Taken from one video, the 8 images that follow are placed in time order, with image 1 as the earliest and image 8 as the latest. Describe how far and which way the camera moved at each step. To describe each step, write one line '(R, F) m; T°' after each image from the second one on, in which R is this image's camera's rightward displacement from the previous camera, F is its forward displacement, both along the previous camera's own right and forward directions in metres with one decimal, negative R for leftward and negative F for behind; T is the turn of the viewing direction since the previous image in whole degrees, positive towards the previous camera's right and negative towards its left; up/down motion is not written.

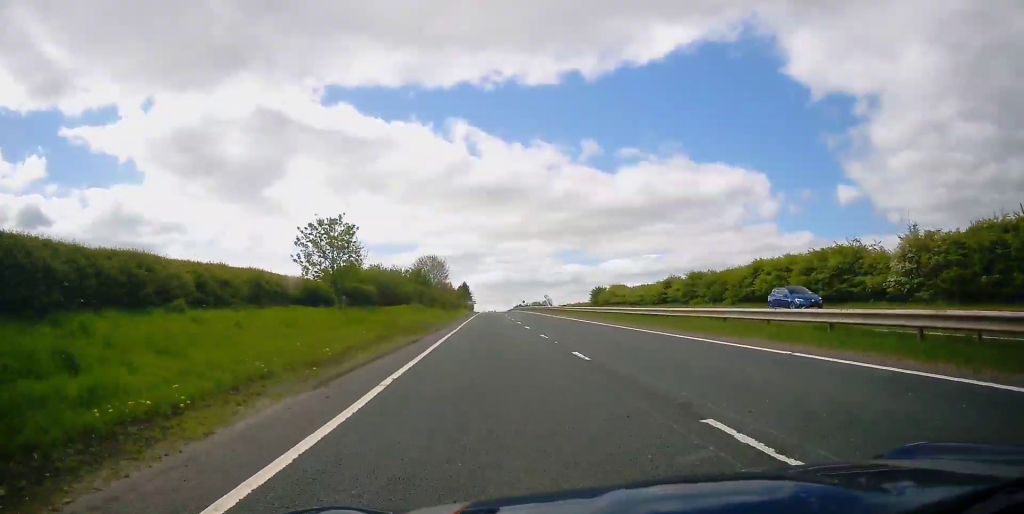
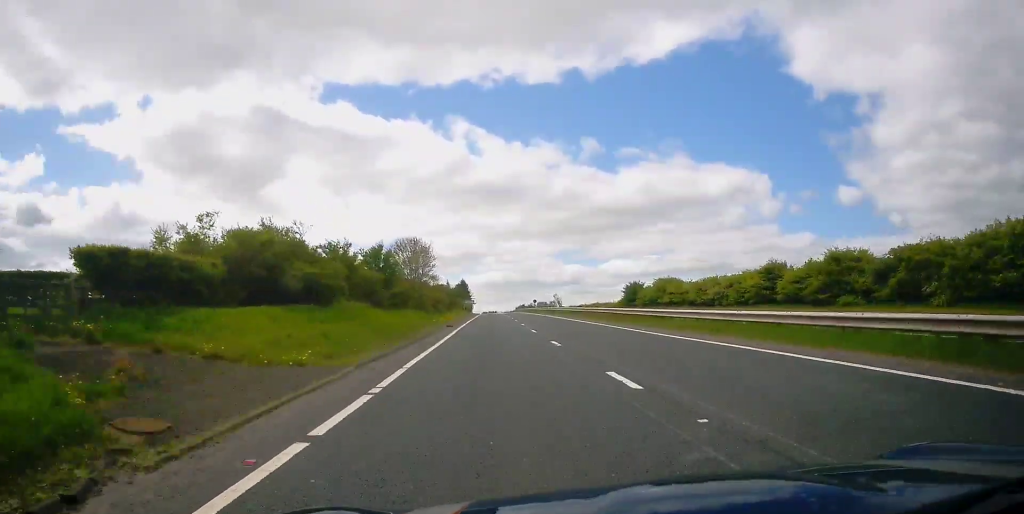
(-0.1, +29.4) m; -1°
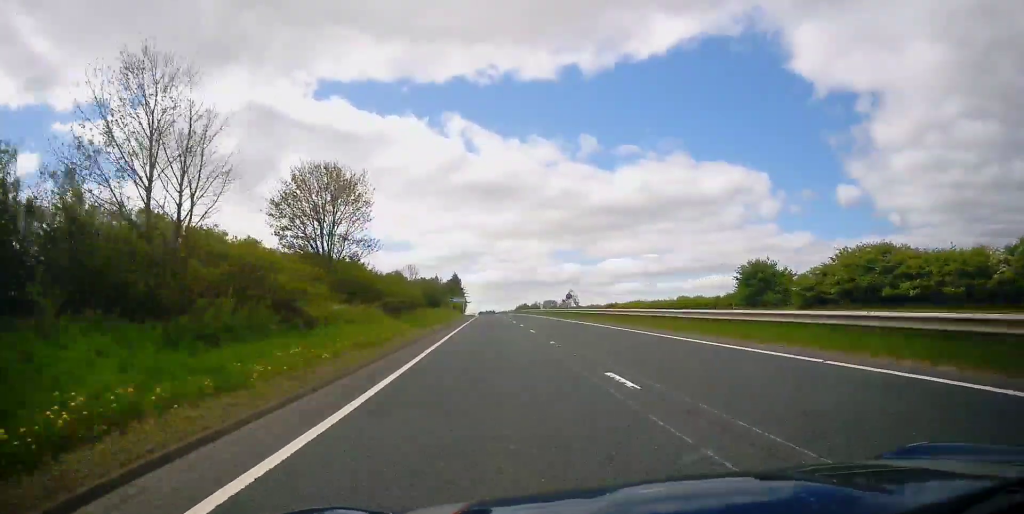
(-0.3, +44.7) m; 0°
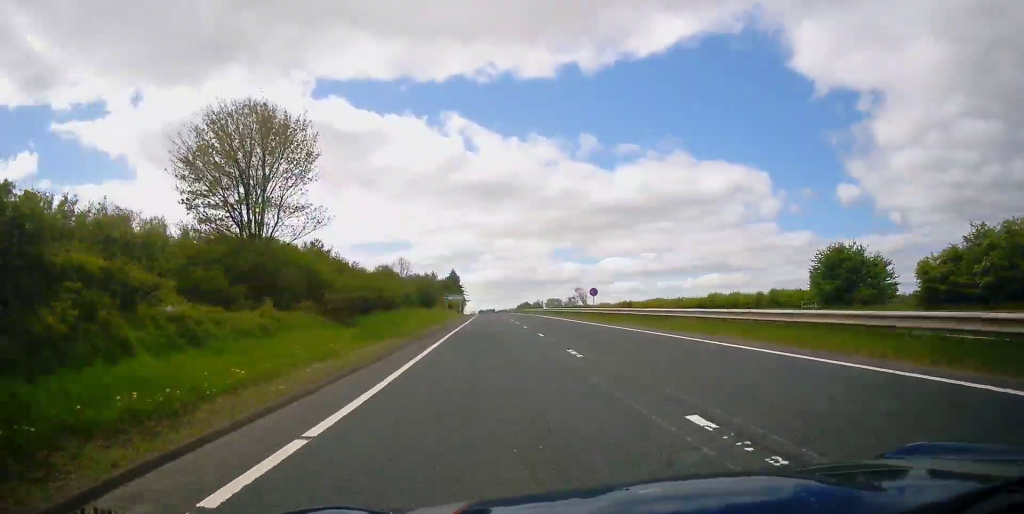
(+0.1, +13.4) m; +1°
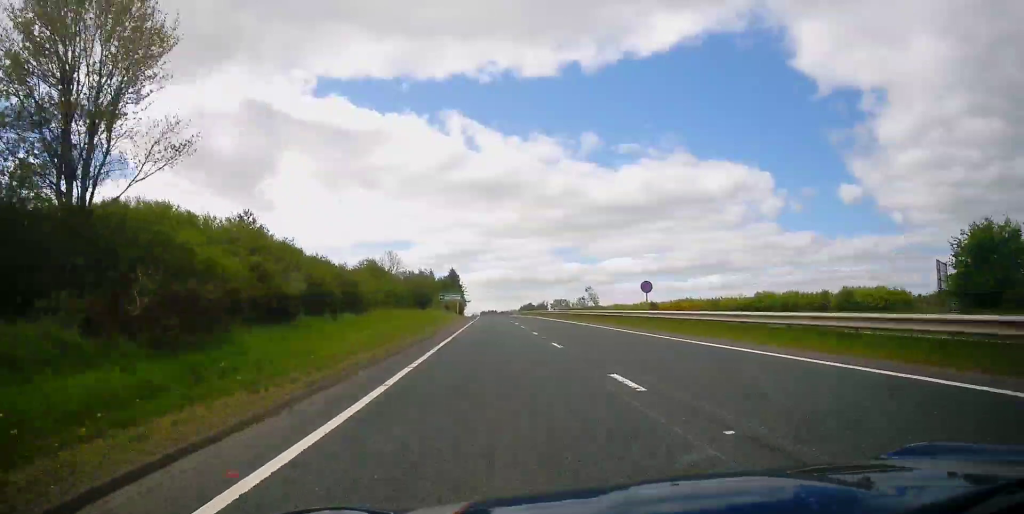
(0.0, +13.4) m; 0°
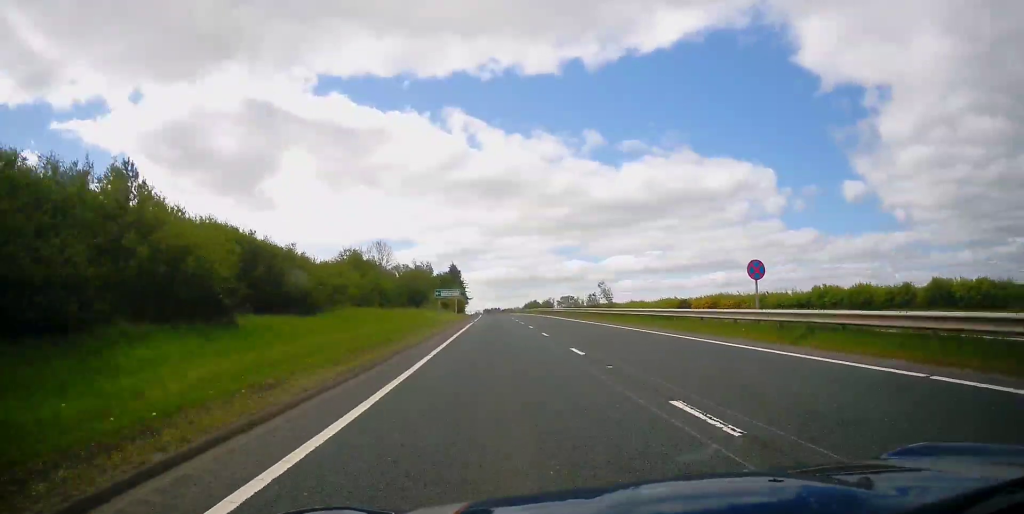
(0.0, +12.3) m; 0°
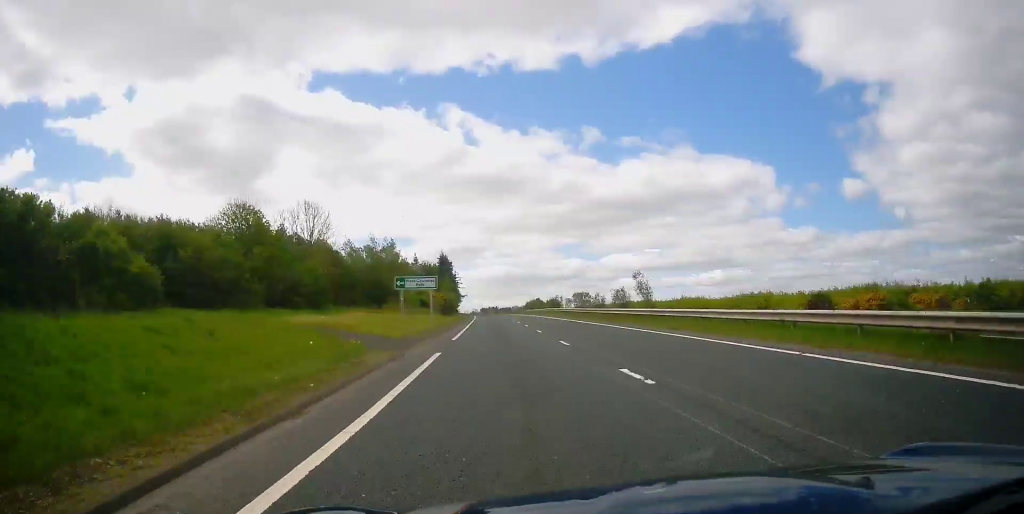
(0.0, +32.2) m; -1°
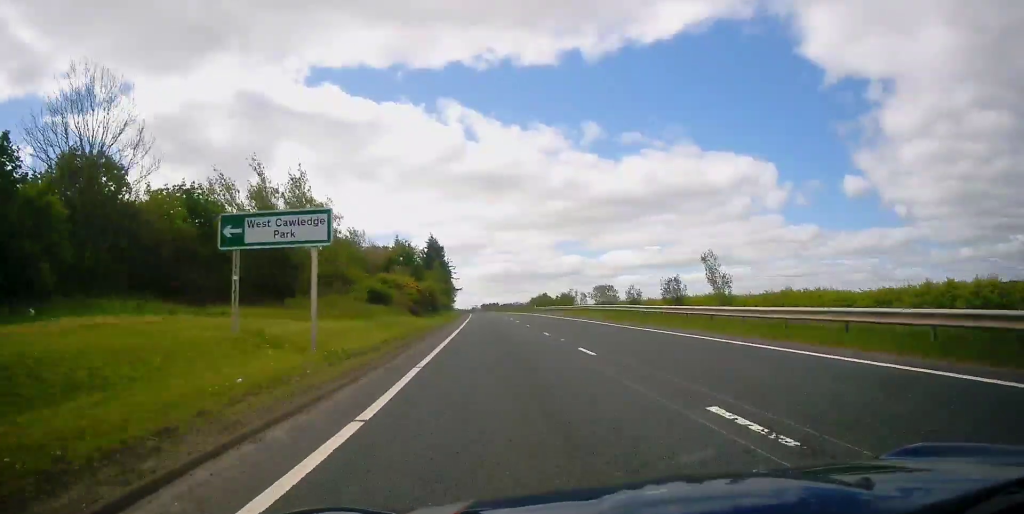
(-0.5, +30.9) m; 0°
